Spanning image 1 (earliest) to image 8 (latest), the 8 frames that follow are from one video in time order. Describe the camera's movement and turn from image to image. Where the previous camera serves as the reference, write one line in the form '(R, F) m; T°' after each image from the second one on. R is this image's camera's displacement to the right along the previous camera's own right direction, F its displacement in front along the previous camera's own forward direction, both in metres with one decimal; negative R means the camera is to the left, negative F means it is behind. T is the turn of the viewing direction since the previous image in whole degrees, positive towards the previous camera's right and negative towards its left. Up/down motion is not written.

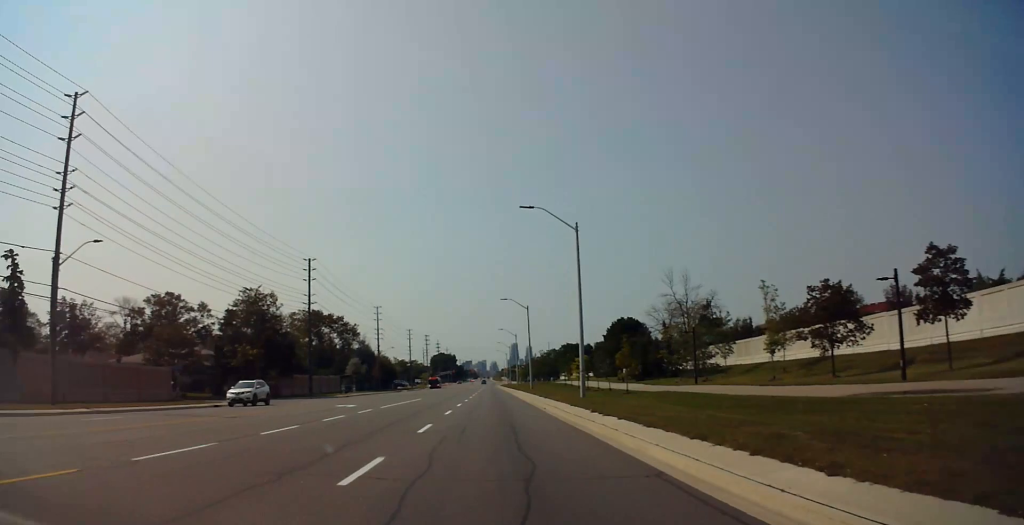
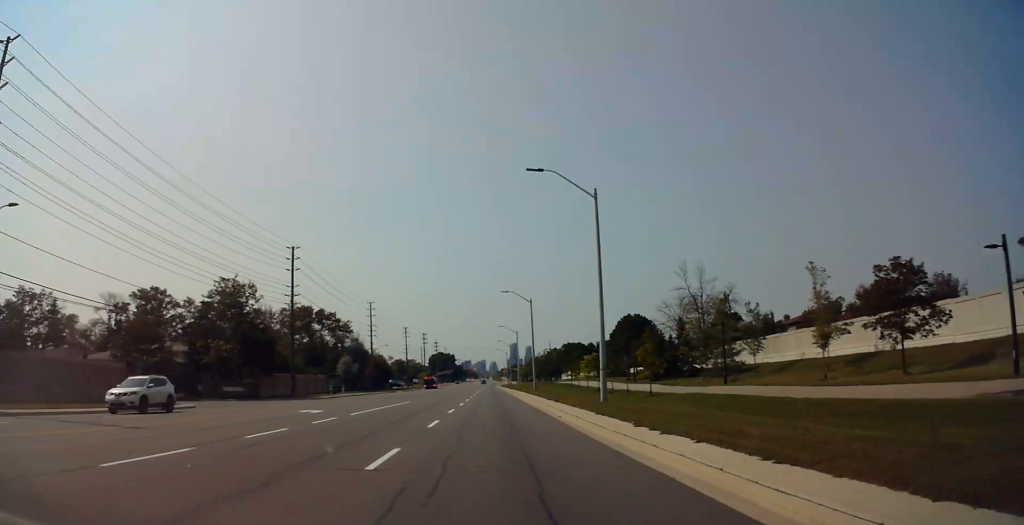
(0.0, +7.3) m; 0°
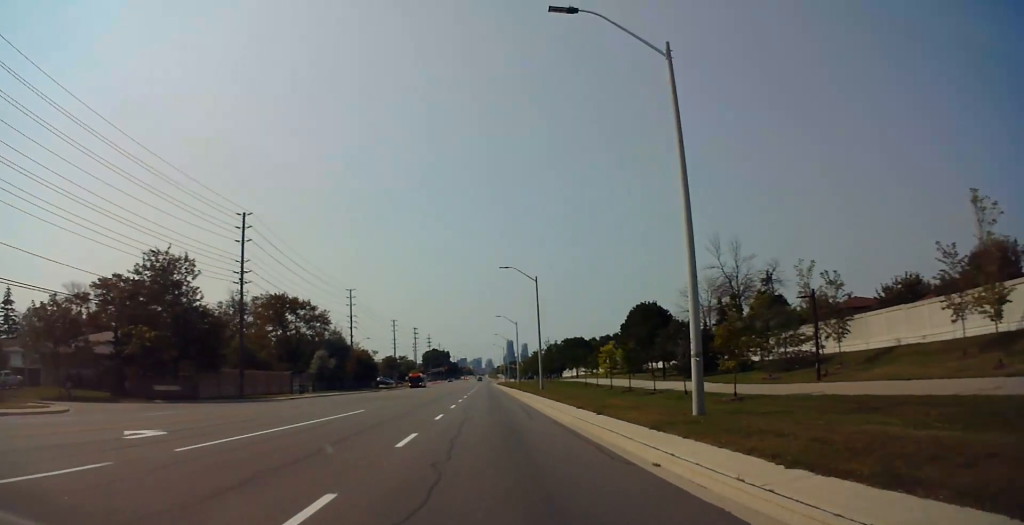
(-0.1, +15.2) m; 0°
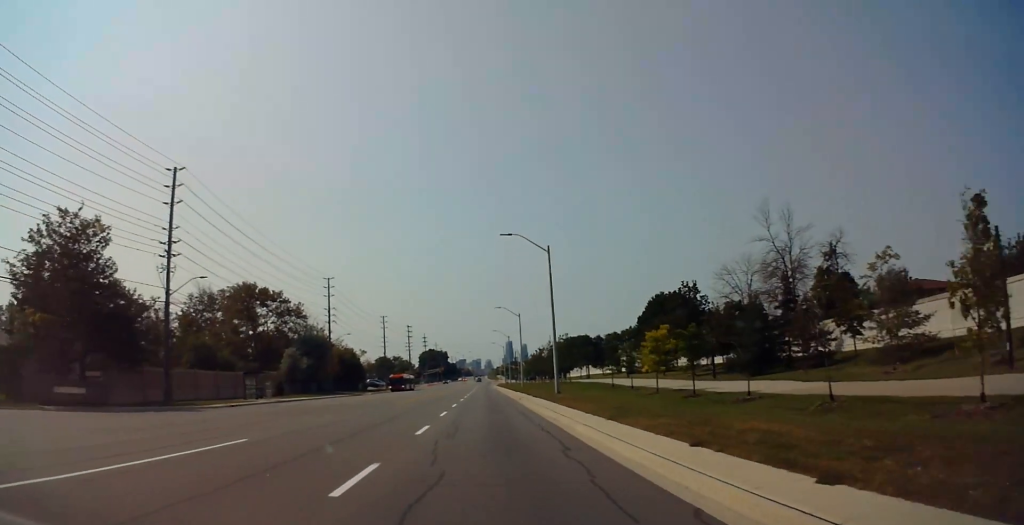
(0.0, +15.1) m; +1°
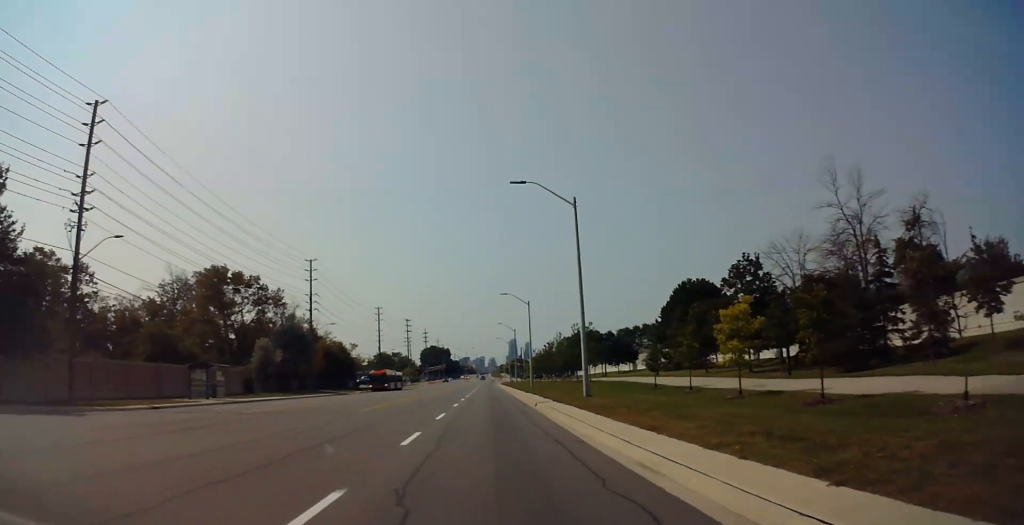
(+0.3, +12.8) m; +2°
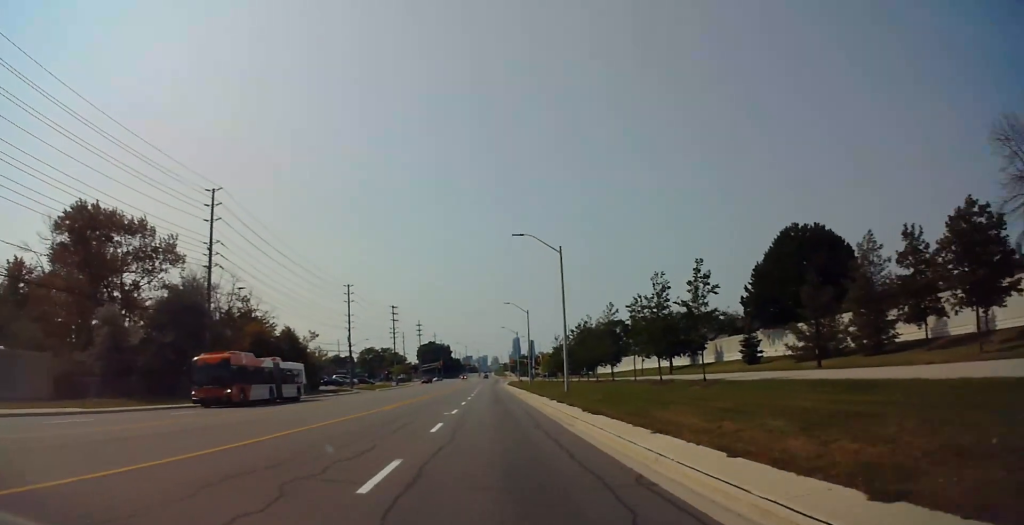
(-0.6, +33.8) m; -2°
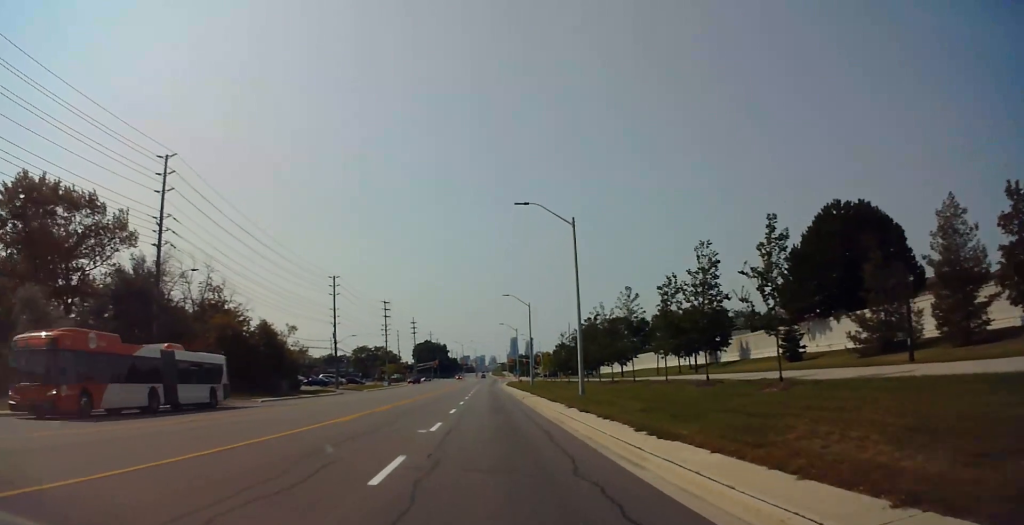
(0.0, +8.8) m; 0°
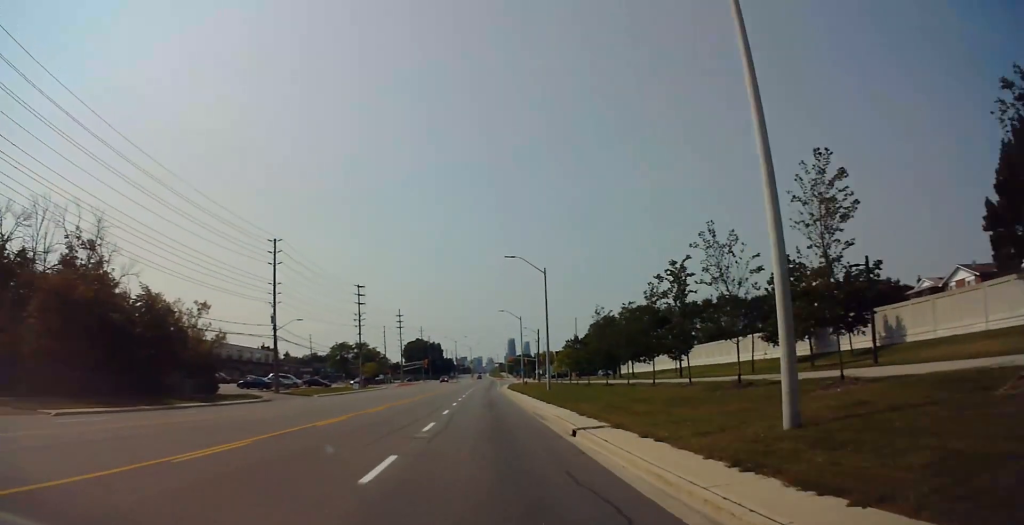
(+0.4, +28.0) m; +1°
